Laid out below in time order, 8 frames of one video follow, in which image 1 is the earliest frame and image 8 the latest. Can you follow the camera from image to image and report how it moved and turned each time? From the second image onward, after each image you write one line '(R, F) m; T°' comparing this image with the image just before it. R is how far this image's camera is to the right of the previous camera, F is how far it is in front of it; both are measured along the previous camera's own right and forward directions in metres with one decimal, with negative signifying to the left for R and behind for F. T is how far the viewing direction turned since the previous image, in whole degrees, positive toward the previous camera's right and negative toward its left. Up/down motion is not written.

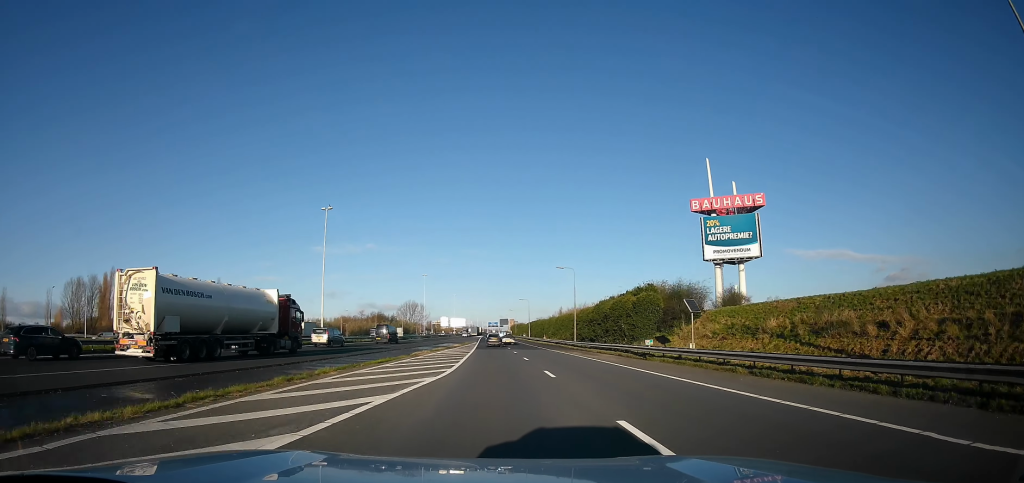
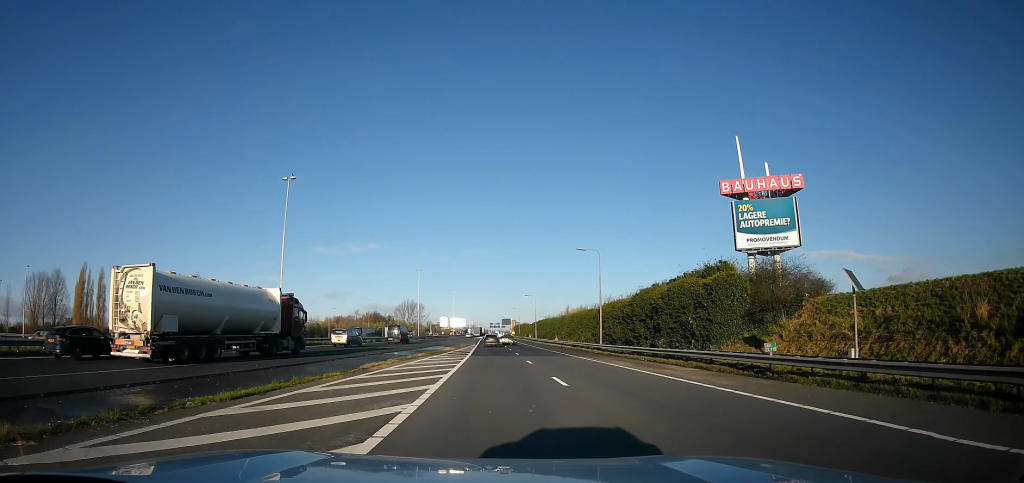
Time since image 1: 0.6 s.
(-0.1, +14.3) m; +1°
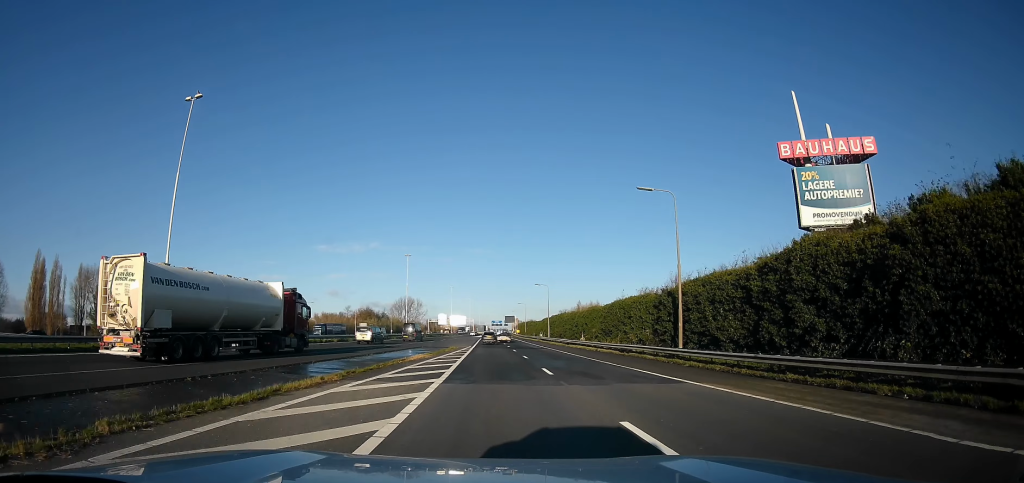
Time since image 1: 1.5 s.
(+0.4, +21.0) m; +1°
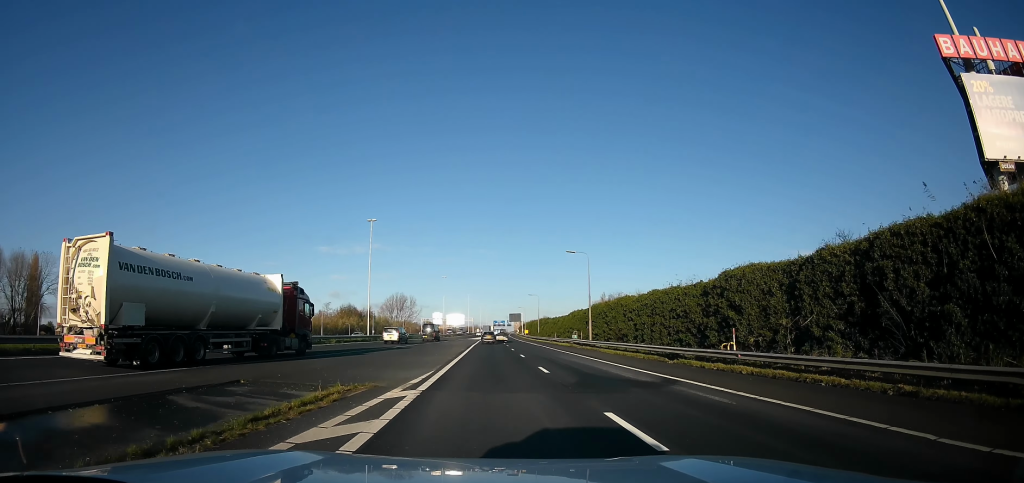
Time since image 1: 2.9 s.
(+0.2, +35.5) m; 0°
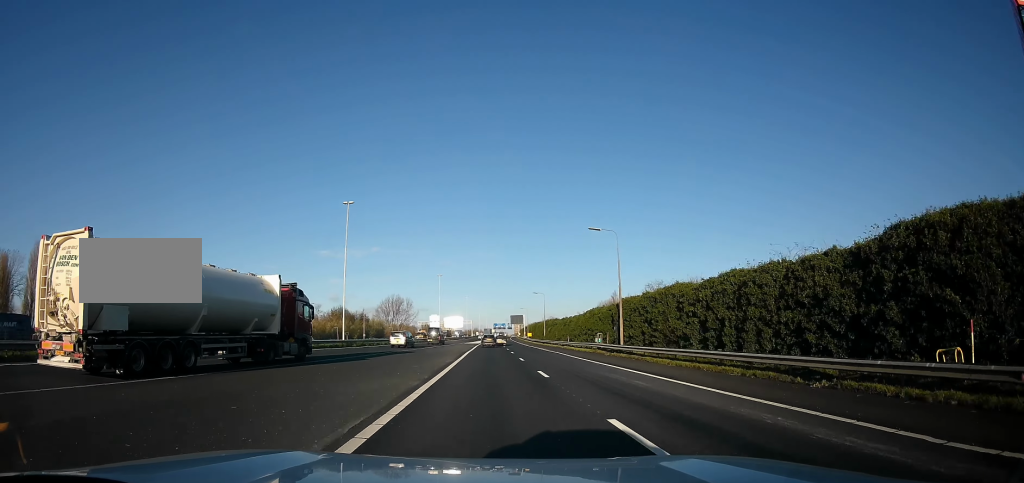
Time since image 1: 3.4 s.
(-0.2, +12.7) m; 0°
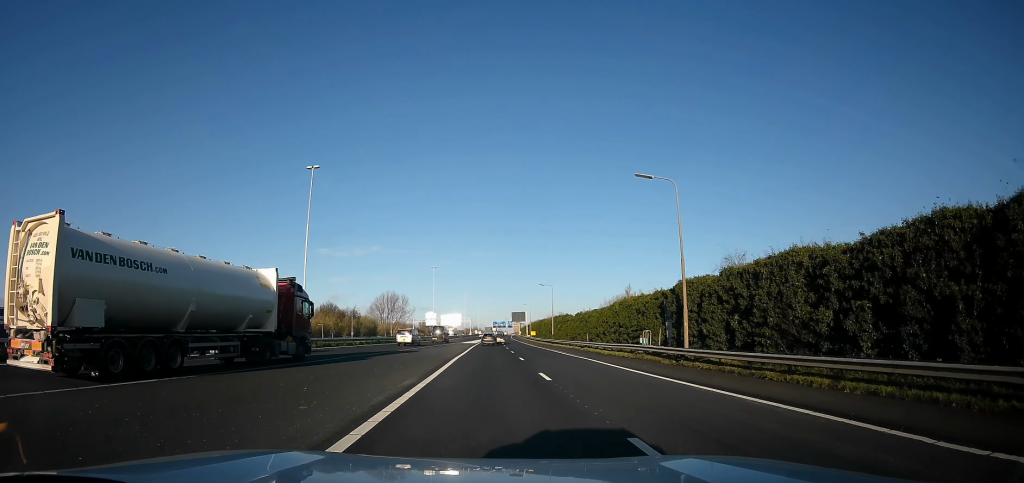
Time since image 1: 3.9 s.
(-0.1, +13.5) m; 0°
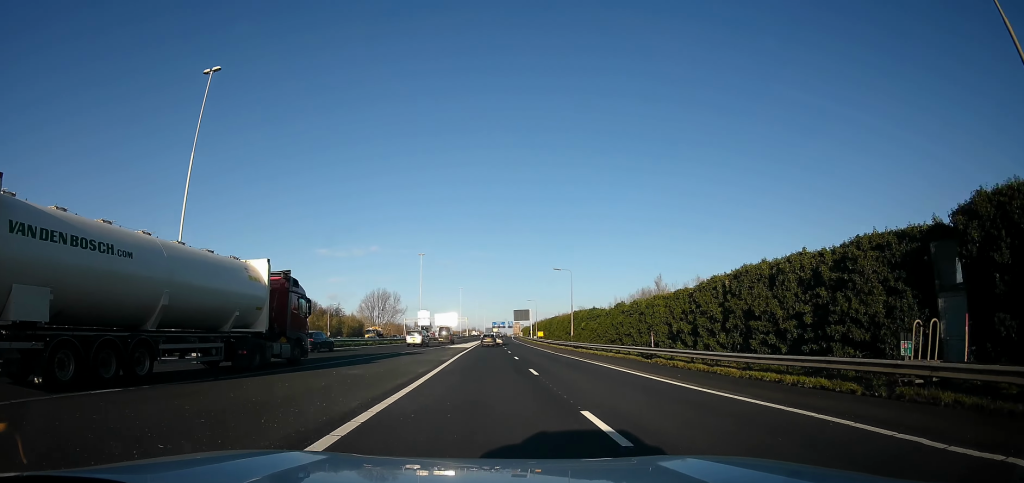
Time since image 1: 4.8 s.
(0.0, +21.4) m; 0°
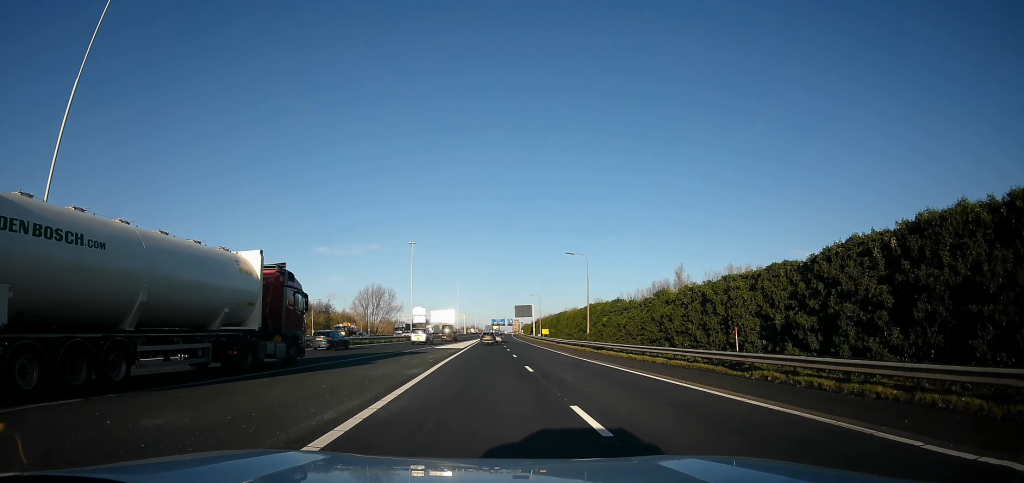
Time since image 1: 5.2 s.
(0.0, +11.3) m; +1°
